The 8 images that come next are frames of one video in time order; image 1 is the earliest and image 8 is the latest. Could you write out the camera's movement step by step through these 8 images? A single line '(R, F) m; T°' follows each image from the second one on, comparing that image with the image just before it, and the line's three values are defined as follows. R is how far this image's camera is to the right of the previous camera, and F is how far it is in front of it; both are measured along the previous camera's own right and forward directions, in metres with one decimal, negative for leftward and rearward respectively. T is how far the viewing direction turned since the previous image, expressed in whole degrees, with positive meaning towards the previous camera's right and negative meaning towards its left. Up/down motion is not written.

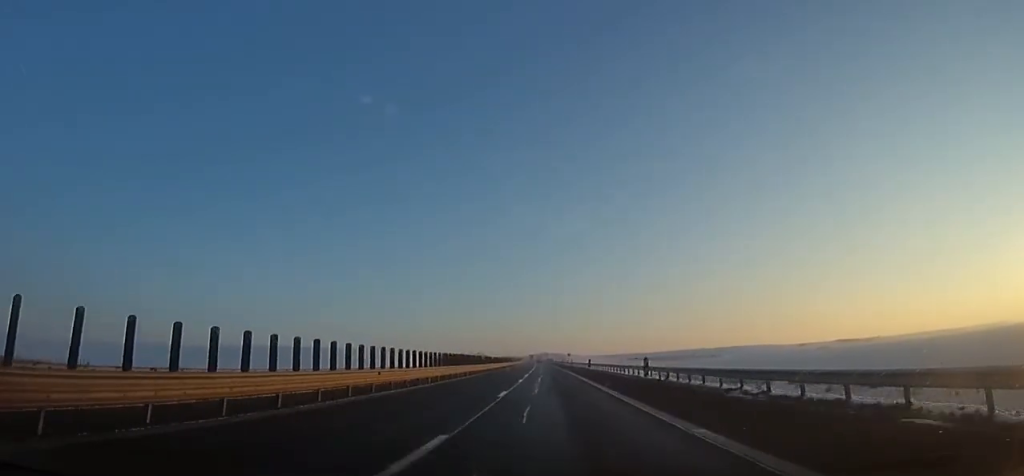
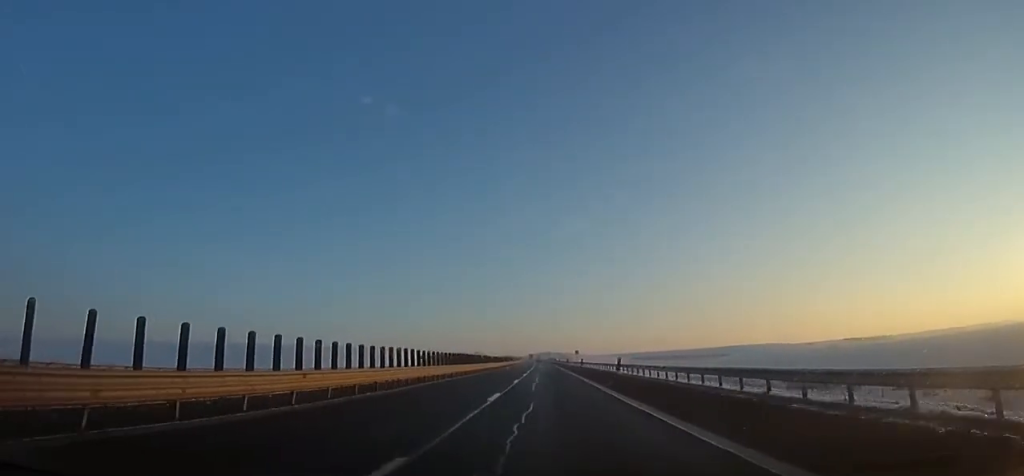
(-0.4, +26.3) m; 0°
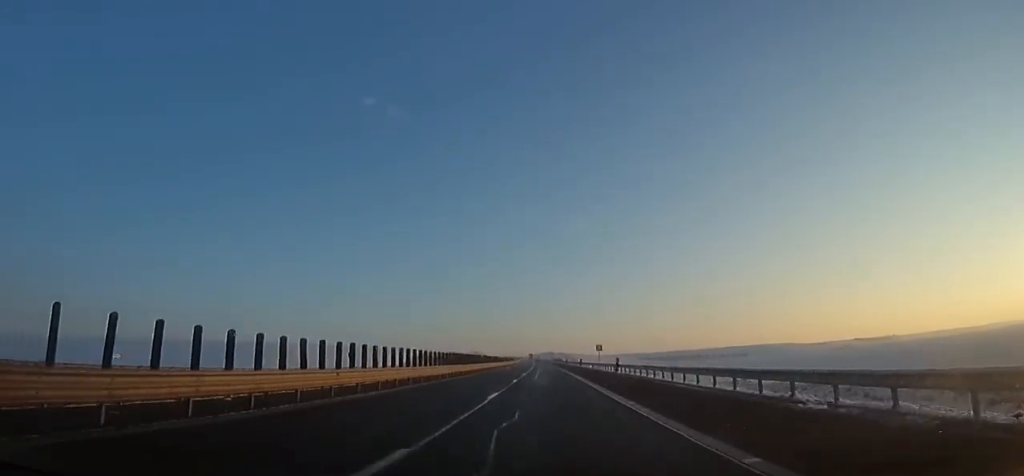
(-0.5, +35.8) m; 0°
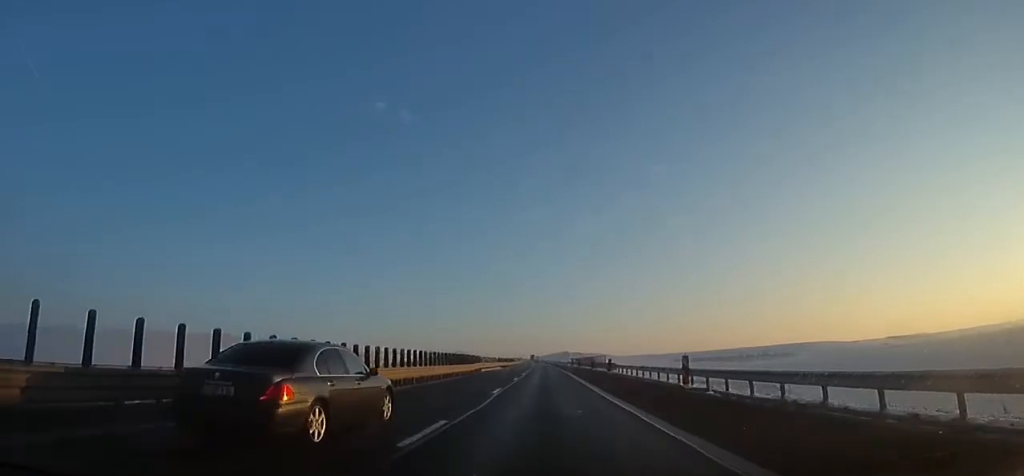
(-0.5, +93.7) m; -2°
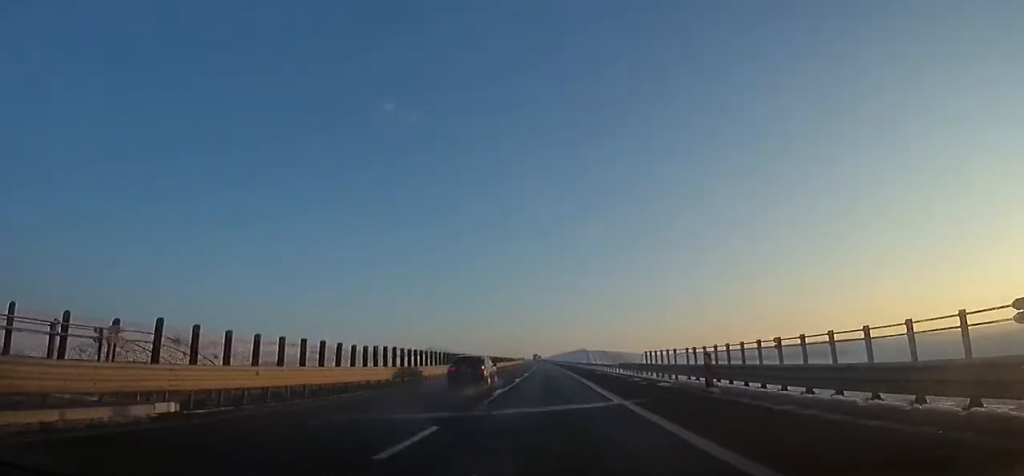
(-0.7, +73.4) m; -1°
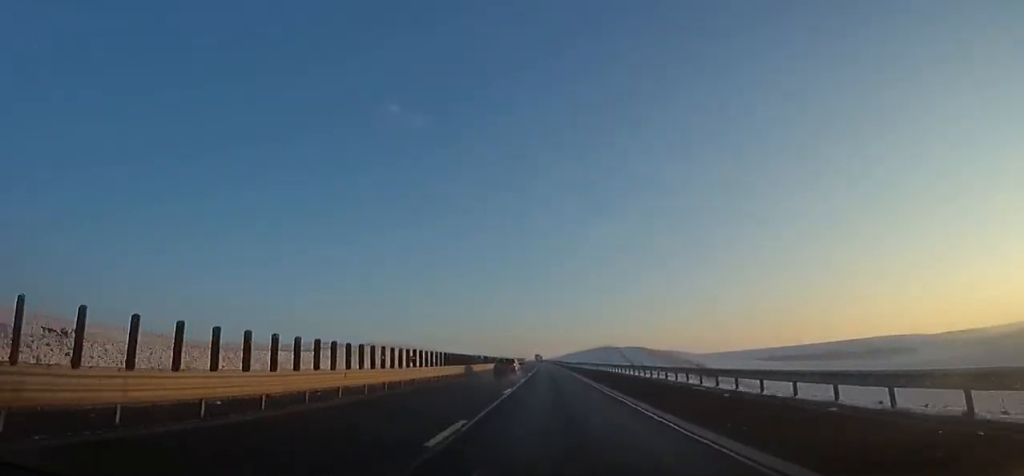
(-0.3, +71.1) m; -2°
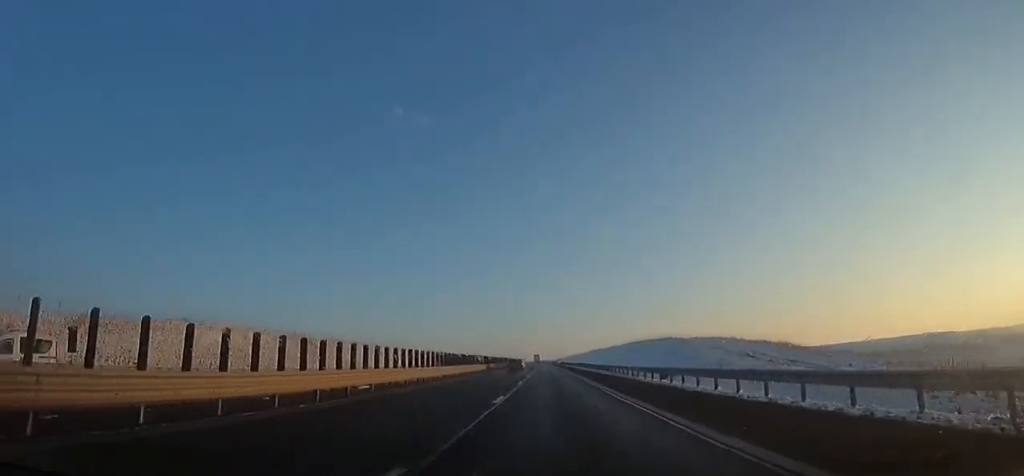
(-1.4, +64.8) m; 0°
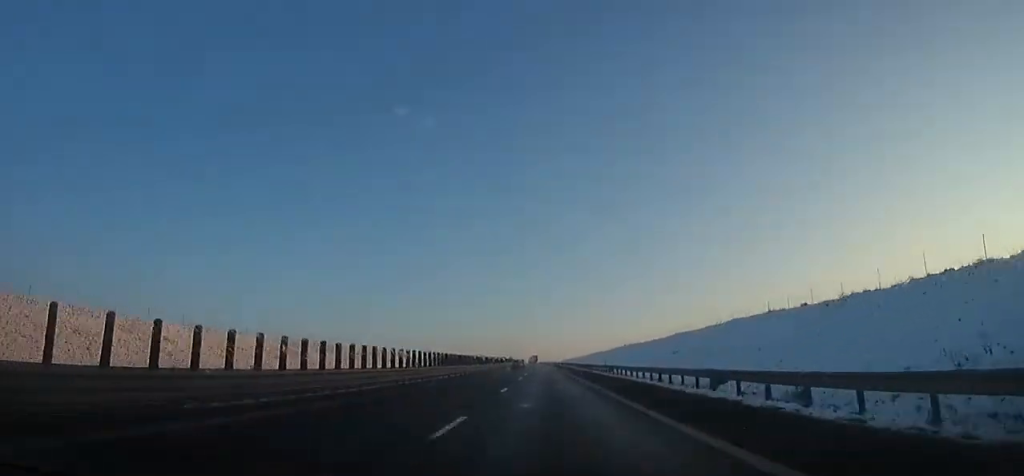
(+1.1, +67.0) m; 0°
